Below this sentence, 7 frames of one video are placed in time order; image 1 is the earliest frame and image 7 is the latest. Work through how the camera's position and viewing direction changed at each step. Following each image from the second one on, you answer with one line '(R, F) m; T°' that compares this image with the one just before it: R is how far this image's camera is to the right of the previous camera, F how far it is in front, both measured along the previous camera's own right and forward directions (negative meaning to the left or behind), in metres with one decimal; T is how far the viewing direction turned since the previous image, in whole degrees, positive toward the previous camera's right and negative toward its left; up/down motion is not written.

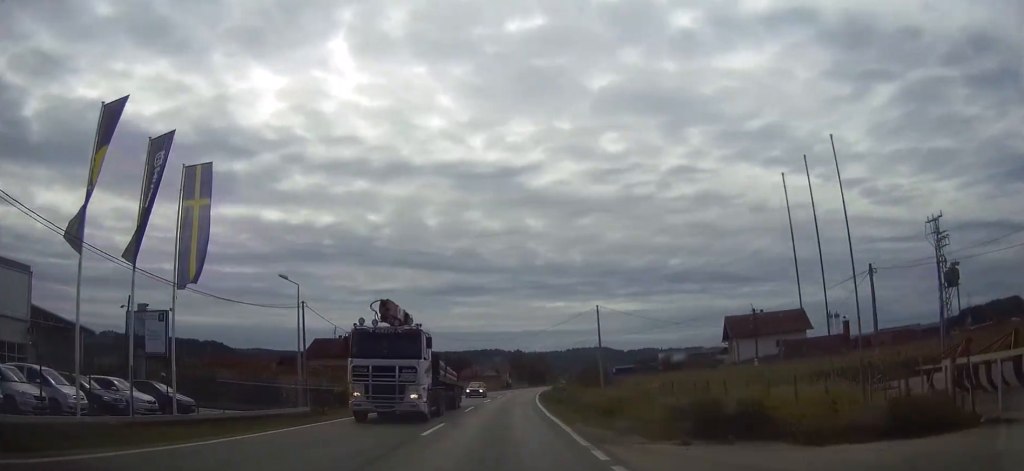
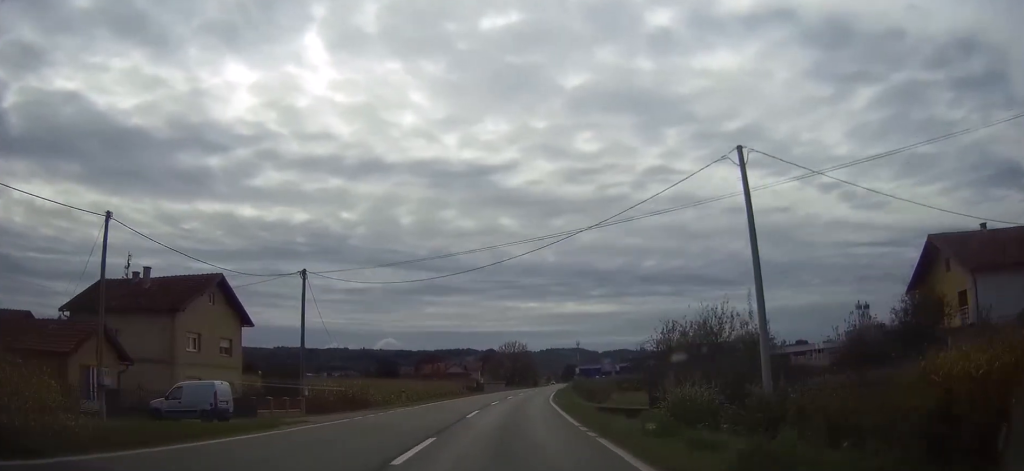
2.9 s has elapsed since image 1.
(+1.1, +51.0) m; +2°
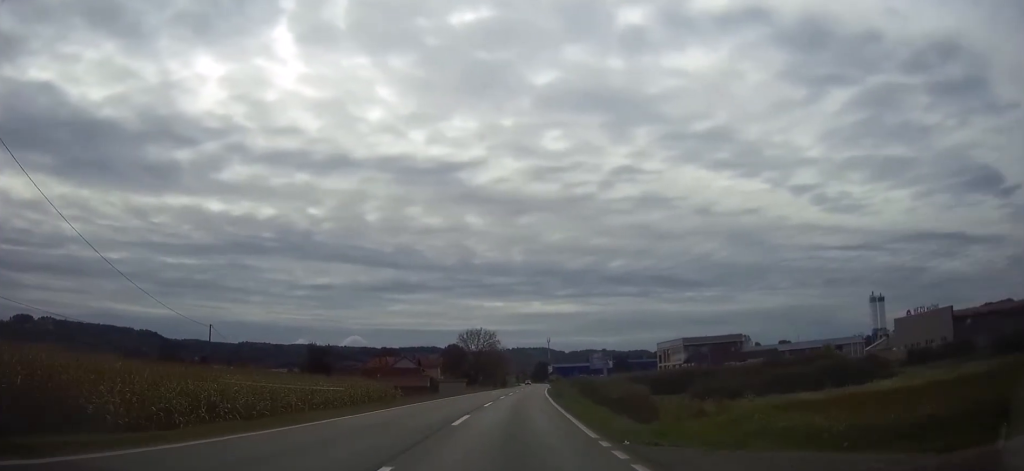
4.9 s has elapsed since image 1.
(+0.8, +35.5) m; +3°
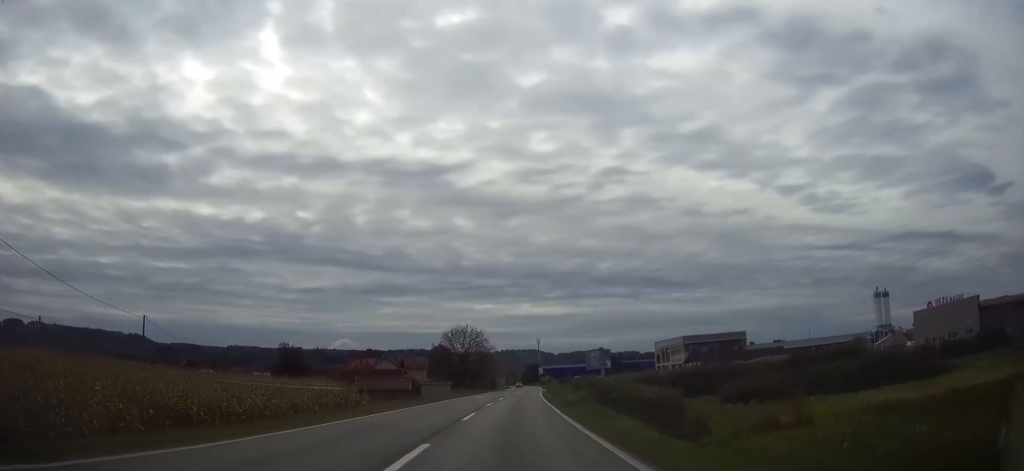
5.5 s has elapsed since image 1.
(0.0, +10.6) m; +1°
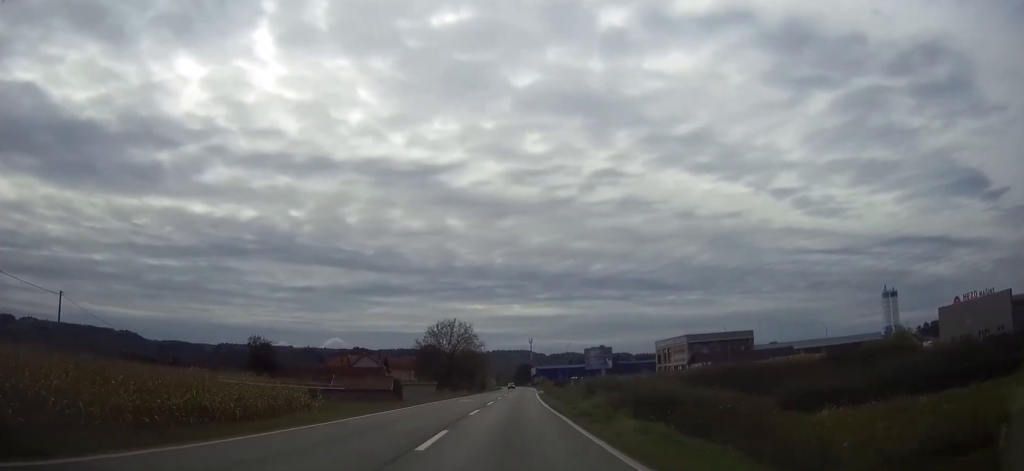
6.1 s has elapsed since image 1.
(+0.1, +10.7) m; +1°
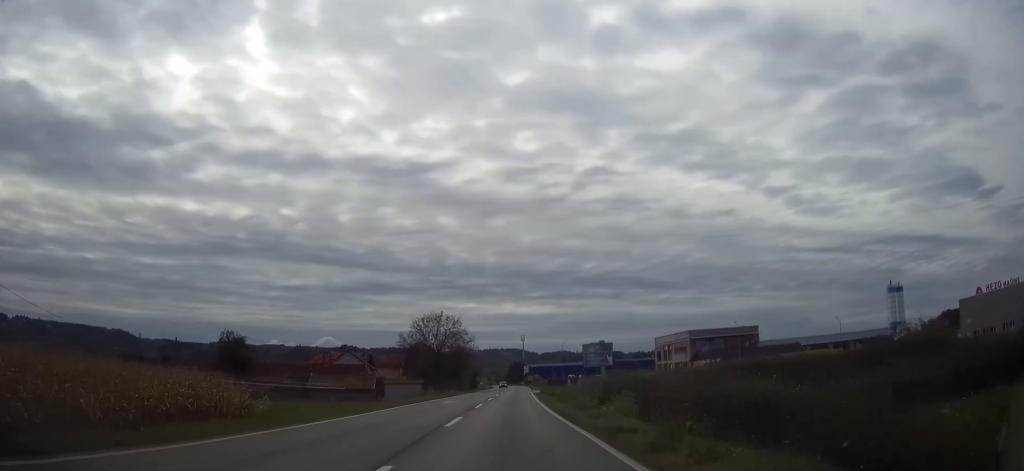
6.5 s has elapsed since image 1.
(0.0, +8.3) m; +1°
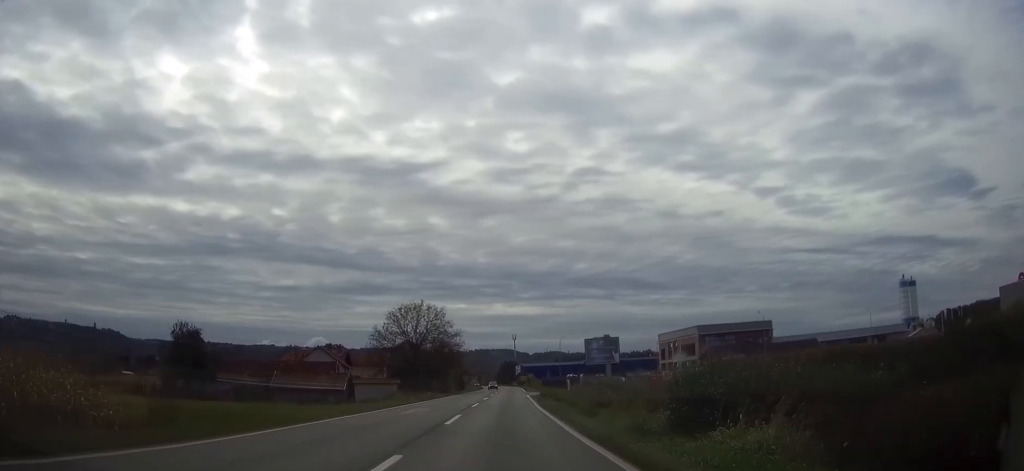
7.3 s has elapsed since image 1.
(+0.1, +13.1) m; +1°
